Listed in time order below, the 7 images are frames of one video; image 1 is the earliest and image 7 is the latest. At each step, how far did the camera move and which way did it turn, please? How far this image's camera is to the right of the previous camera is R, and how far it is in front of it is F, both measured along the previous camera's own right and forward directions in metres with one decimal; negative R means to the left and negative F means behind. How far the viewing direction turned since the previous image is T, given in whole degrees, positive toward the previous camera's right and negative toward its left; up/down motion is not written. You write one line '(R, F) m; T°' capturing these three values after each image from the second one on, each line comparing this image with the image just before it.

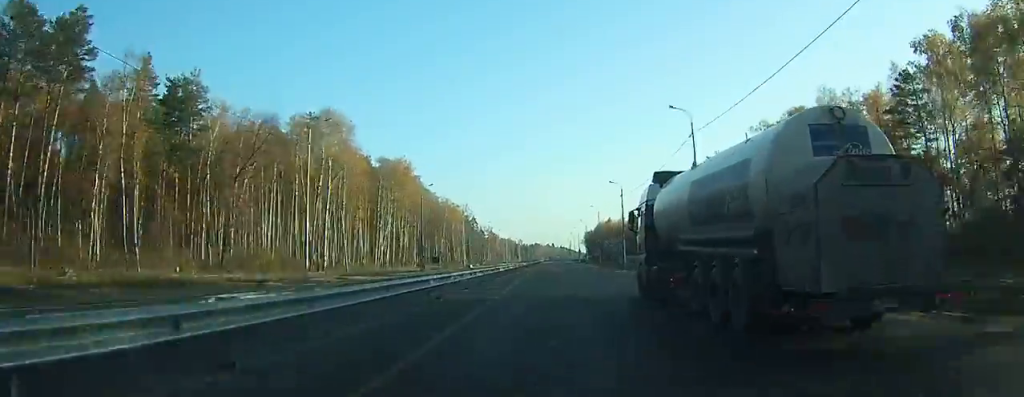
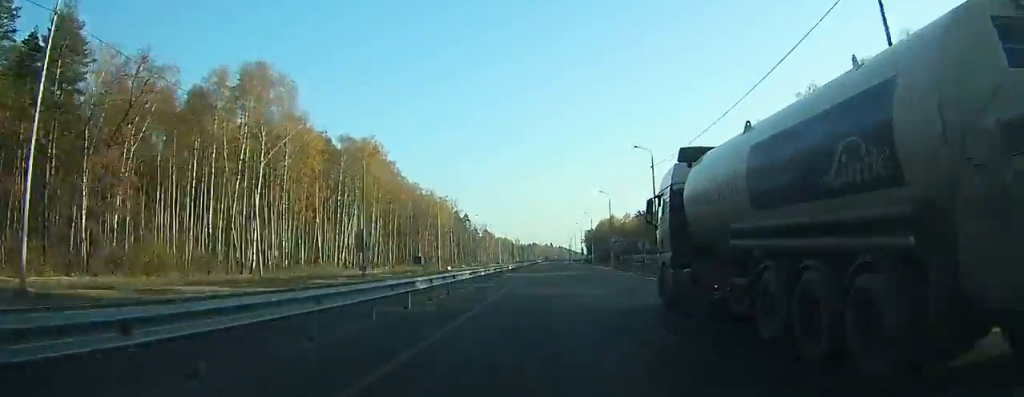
(0.0, +24.1) m; 0°
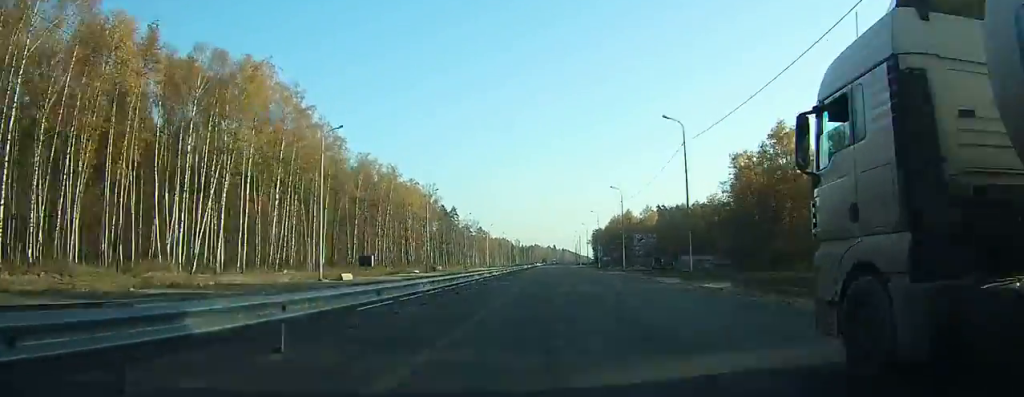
(+0.1, +48.3) m; 0°
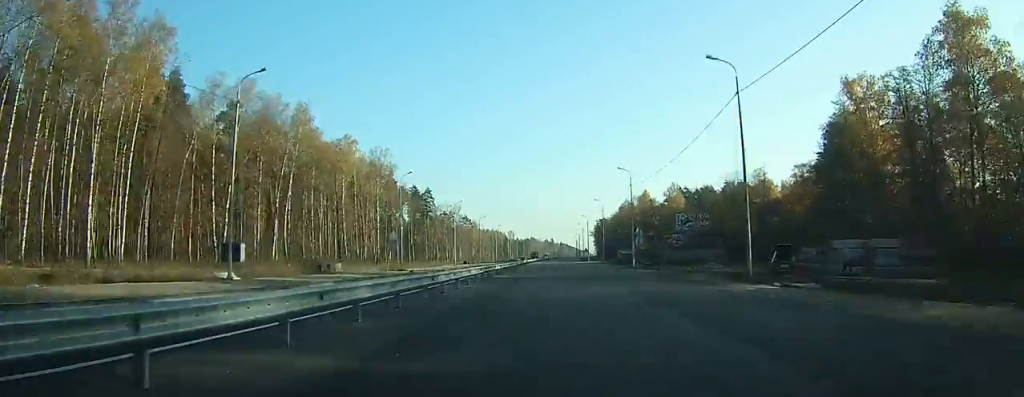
(-0.2, +50.0) m; 0°
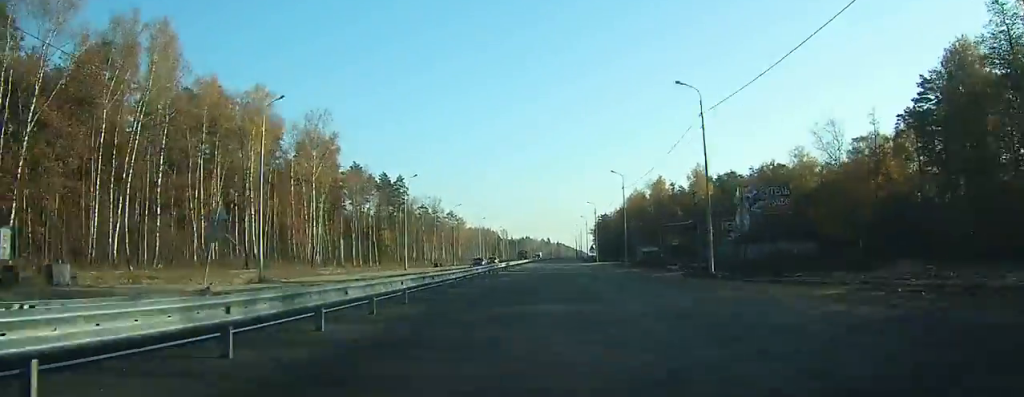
(+0.2, +33.8) m; 0°
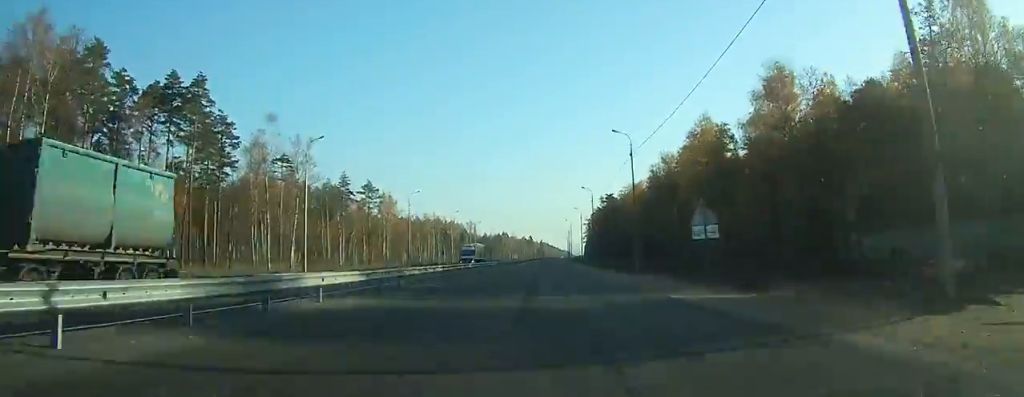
(+0.8, +100.8) m; +1°
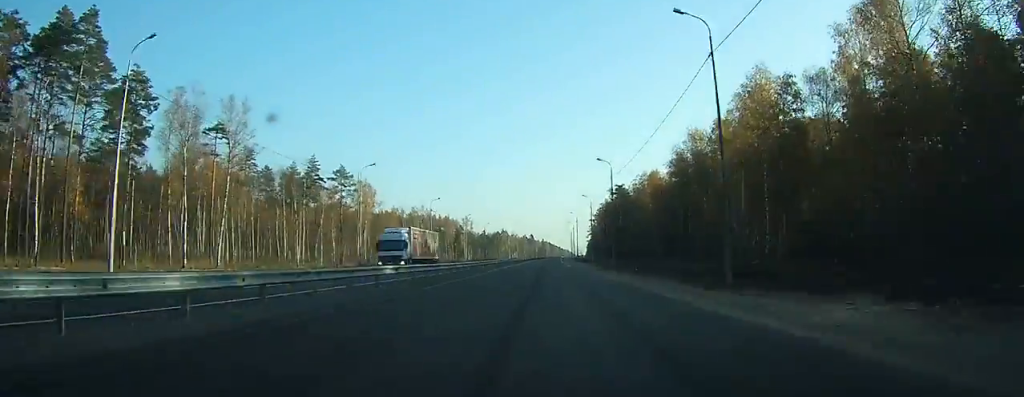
(0.0, +24.2) m; 0°
